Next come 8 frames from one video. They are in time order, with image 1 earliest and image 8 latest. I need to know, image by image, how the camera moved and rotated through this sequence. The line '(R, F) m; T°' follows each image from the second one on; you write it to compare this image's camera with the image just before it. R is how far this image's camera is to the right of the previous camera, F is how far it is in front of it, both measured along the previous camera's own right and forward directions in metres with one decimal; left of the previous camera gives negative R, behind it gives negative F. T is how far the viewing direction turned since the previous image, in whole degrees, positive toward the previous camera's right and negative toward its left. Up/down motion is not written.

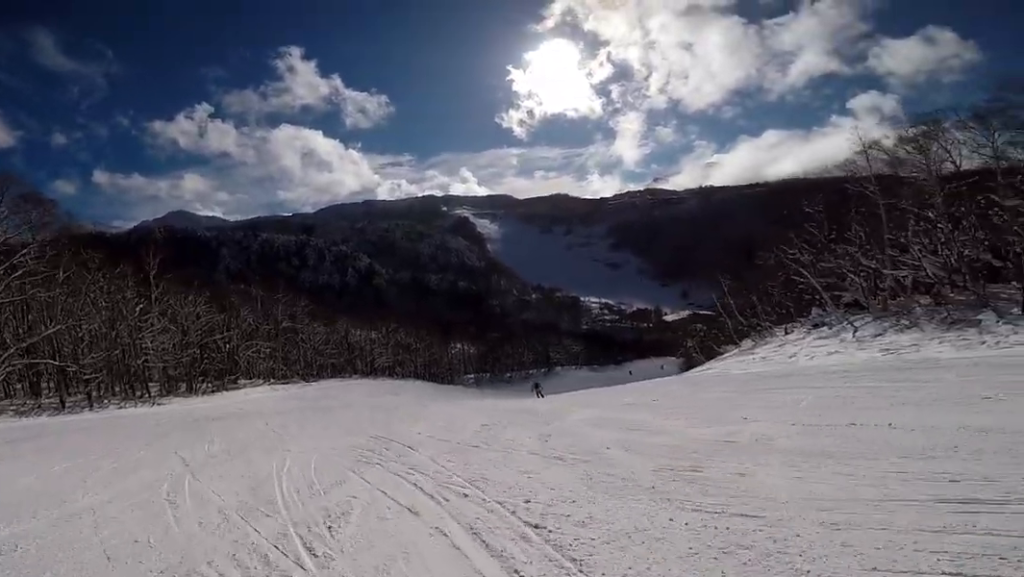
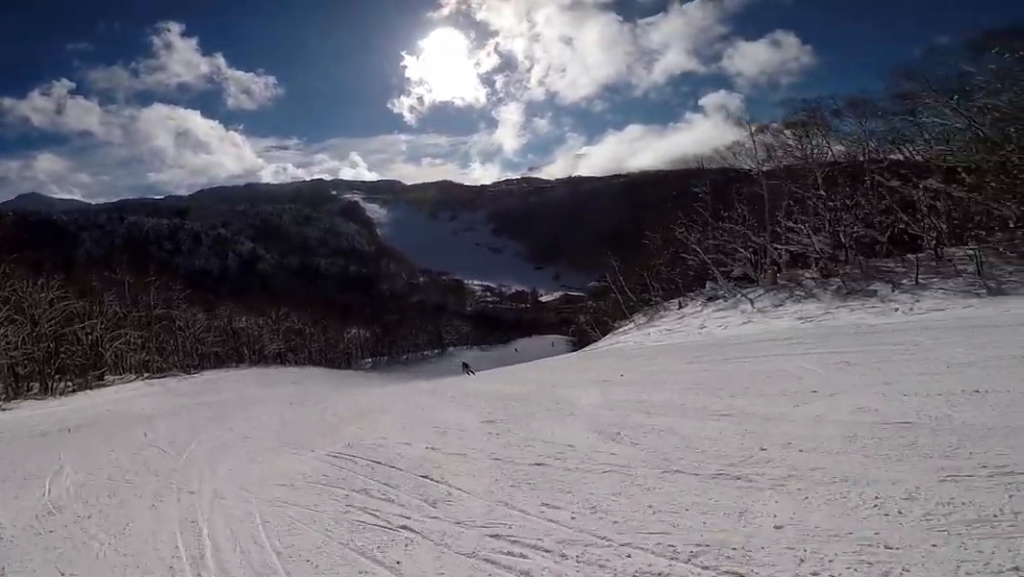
(+0.8, +3.1) m; +8°
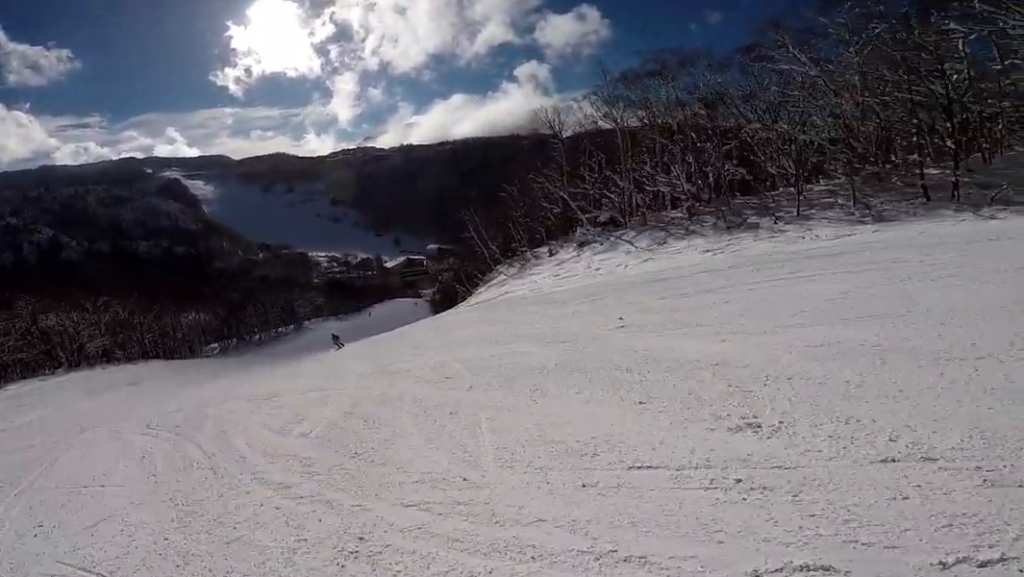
(+0.8, +5.3) m; +12°
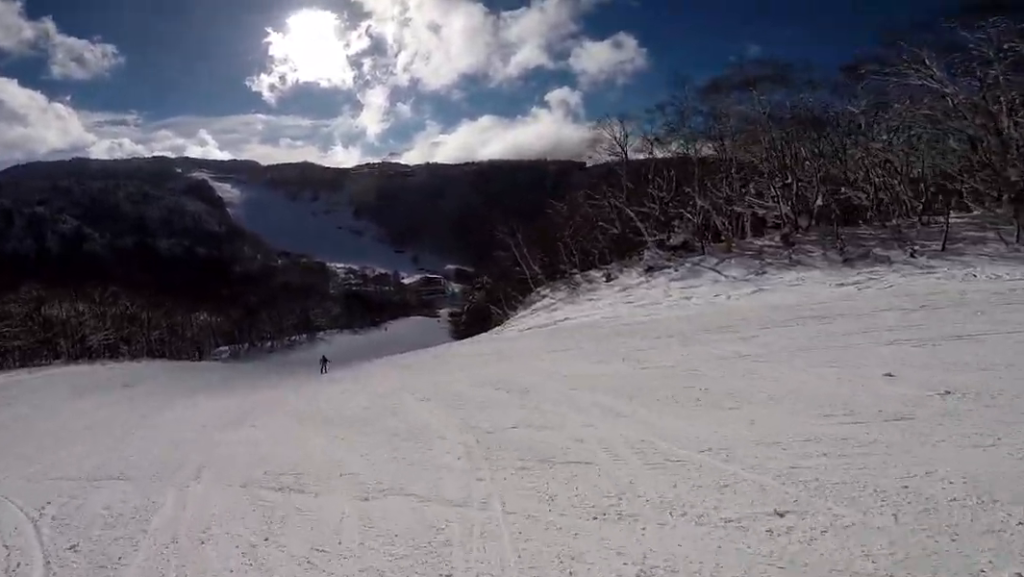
(+0.4, +5.7) m; +1°
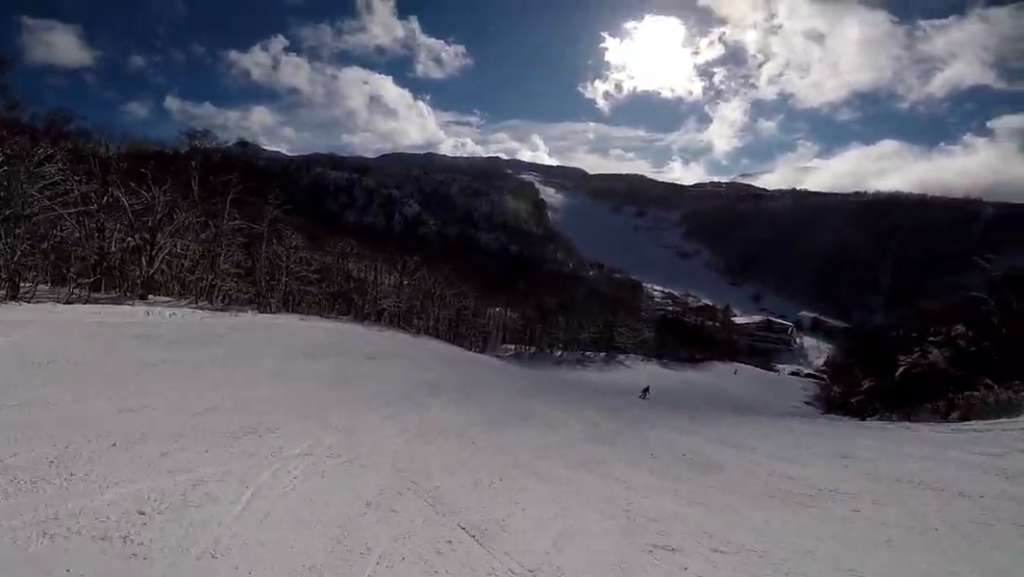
(-1.8, +14.7) m; -14°
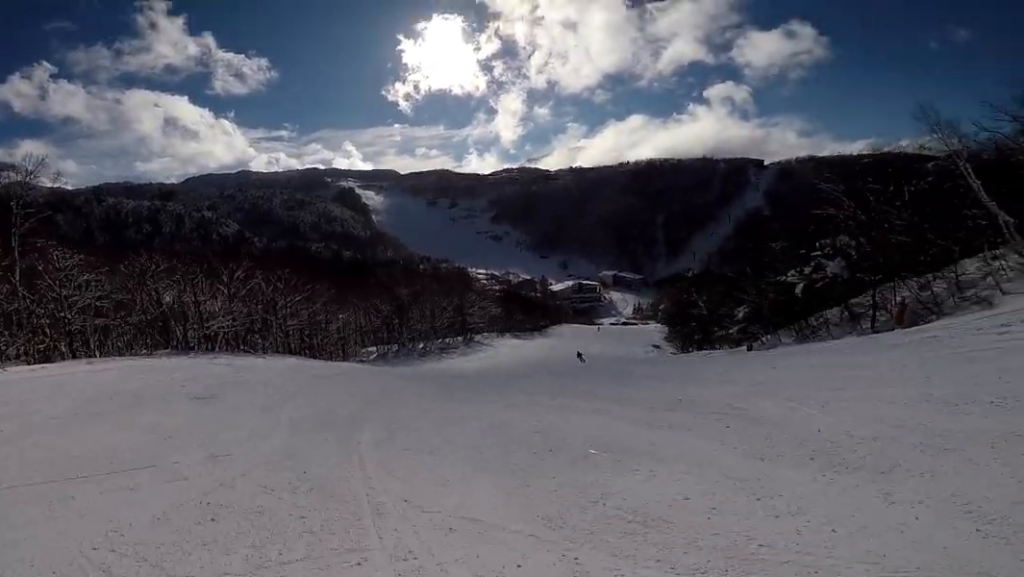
(-0.4, +9.8) m; +9°
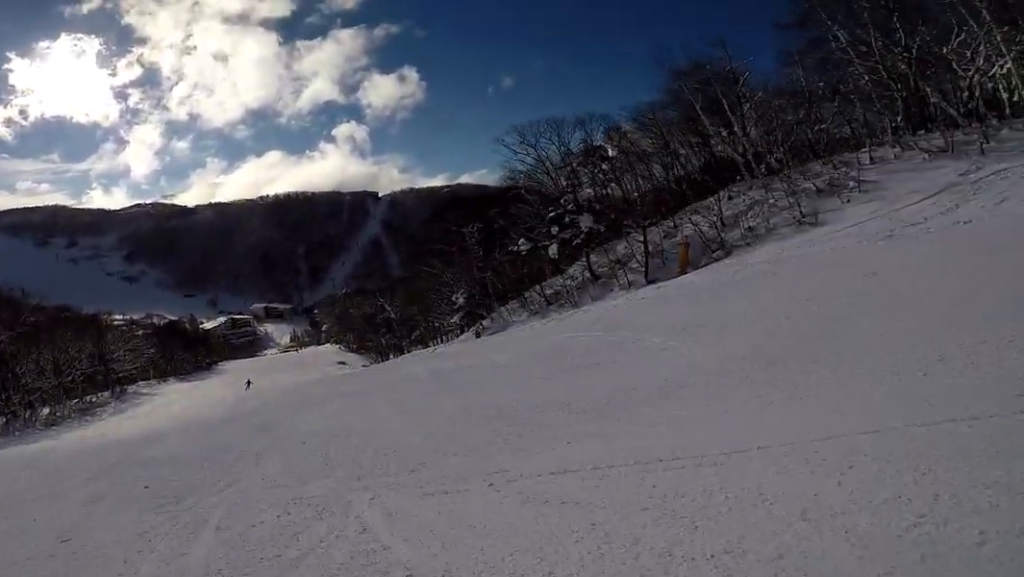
(+5.5, +13.1) m; +39°
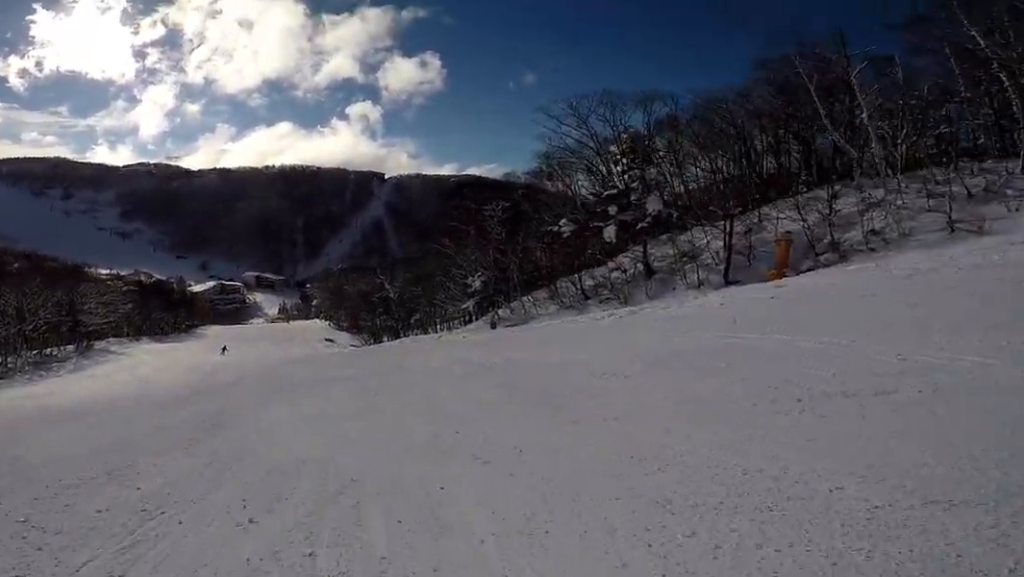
(+0.9, +6.0) m; +3°
